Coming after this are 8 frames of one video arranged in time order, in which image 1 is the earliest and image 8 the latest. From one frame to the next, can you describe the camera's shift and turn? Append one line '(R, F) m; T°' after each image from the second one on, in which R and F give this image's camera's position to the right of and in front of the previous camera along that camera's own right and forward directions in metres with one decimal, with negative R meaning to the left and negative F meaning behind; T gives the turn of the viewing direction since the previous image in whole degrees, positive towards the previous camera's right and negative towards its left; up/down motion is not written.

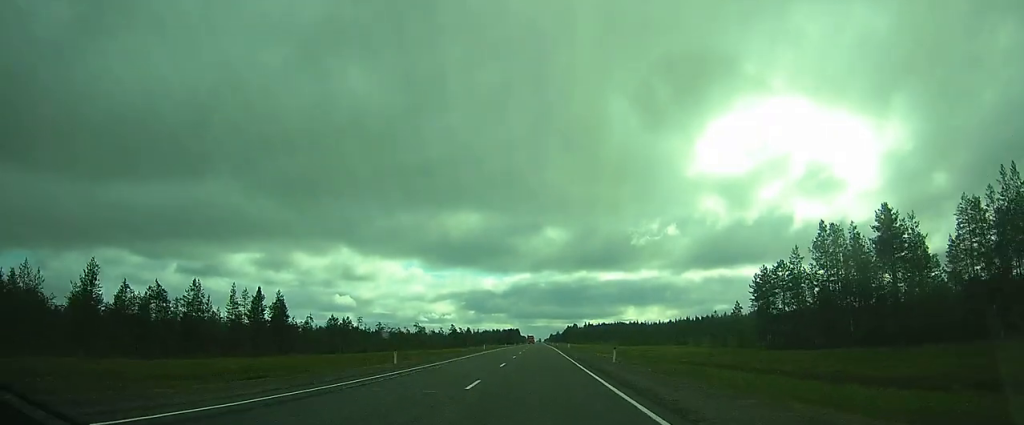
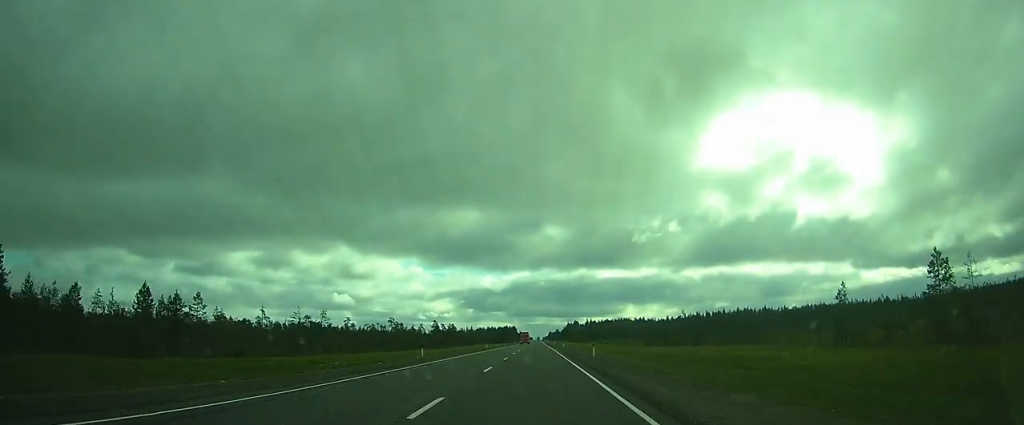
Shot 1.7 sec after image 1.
(-0.1, +41.0) m; 0°
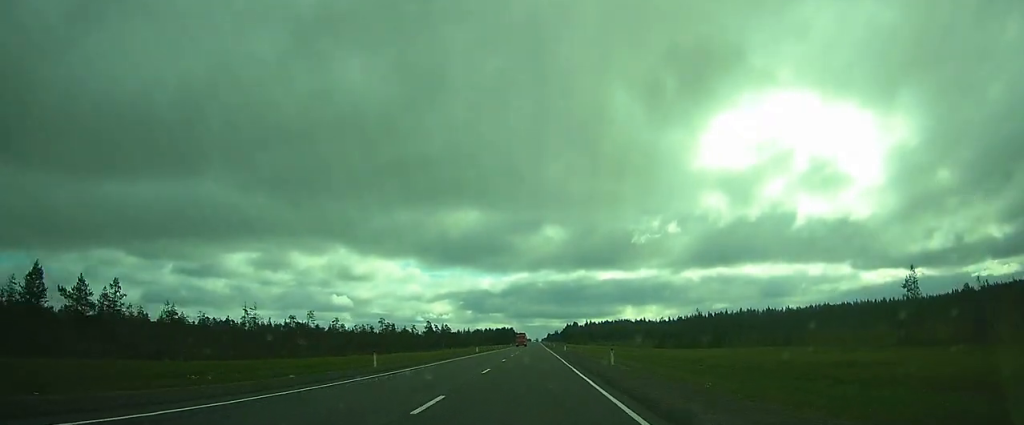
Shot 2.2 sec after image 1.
(-0.1, +11.0) m; 0°
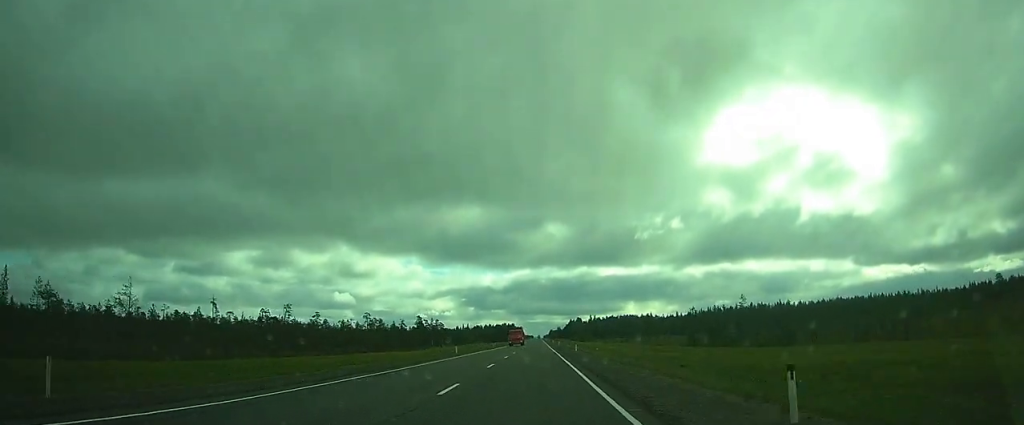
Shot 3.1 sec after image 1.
(+0.1, +20.5) m; 0°
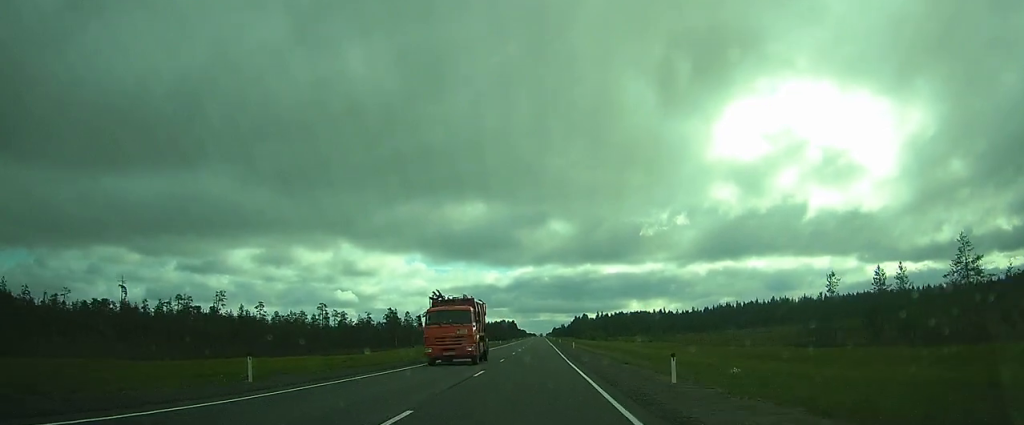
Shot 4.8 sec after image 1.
(+0.4, +41.0) m; +1°
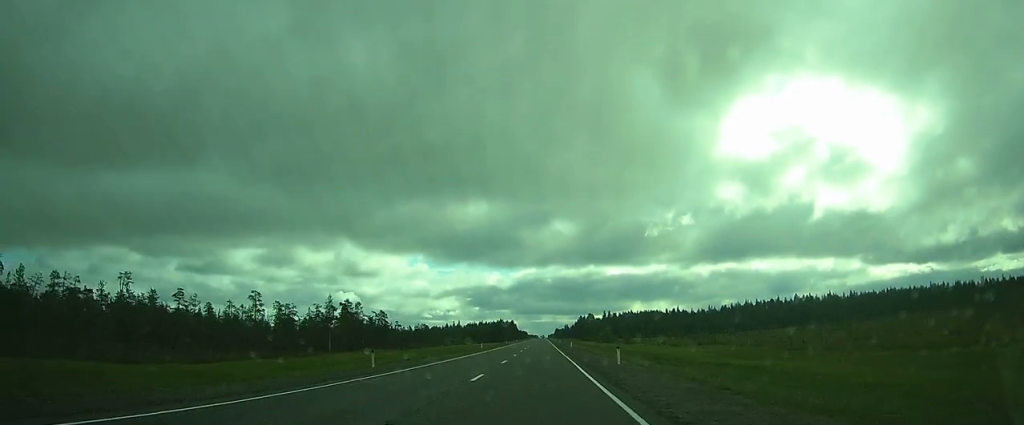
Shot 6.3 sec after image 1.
(0.0, +36.7) m; 0°
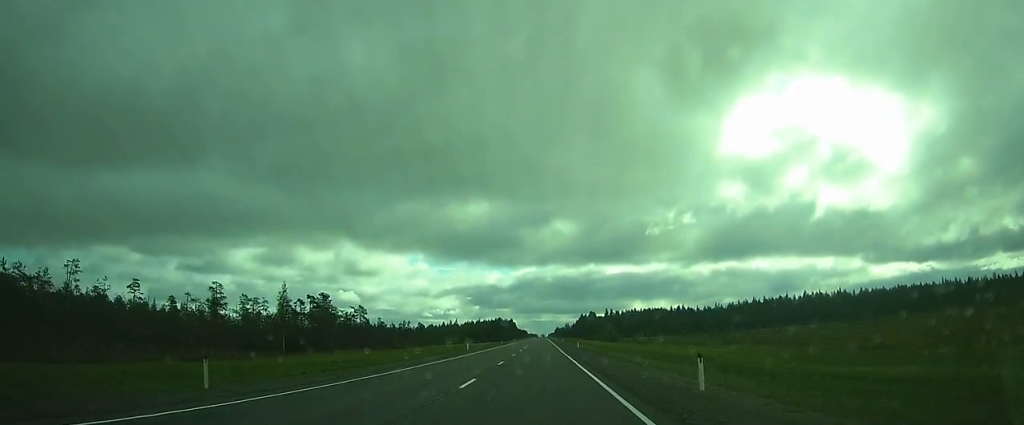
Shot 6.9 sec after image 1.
(0.0, +14.4) m; 0°
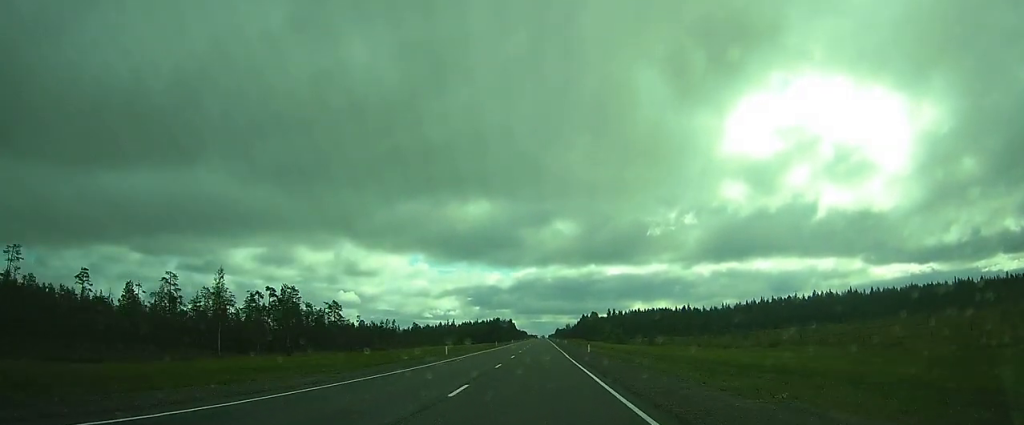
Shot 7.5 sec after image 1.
(-0.1, +13.7) m; 0°
